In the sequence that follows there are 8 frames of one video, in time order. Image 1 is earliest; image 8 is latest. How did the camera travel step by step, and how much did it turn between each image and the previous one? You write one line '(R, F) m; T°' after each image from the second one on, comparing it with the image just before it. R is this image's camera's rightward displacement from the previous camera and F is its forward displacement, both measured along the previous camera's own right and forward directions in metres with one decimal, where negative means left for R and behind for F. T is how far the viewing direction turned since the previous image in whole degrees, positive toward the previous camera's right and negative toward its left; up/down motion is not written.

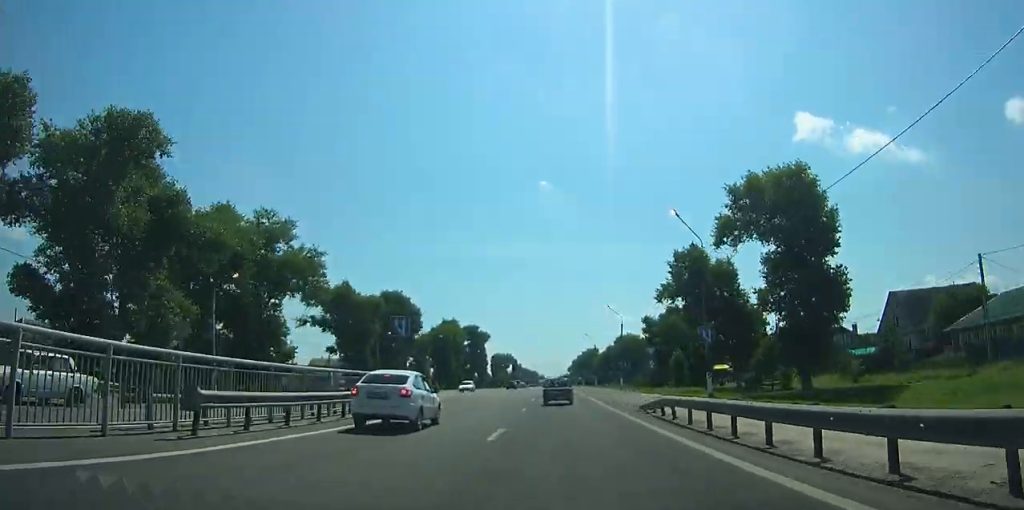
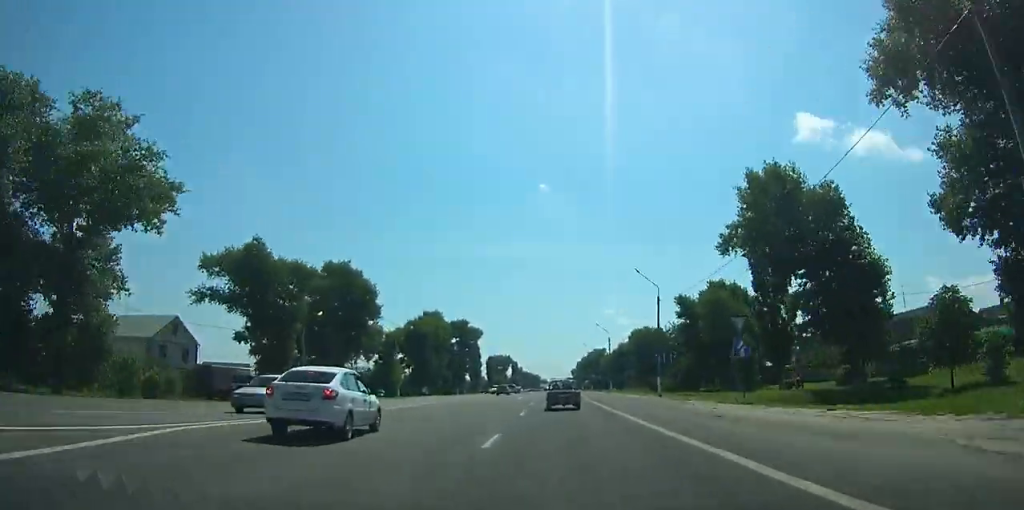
(+0.2, +26.0) m; 0°
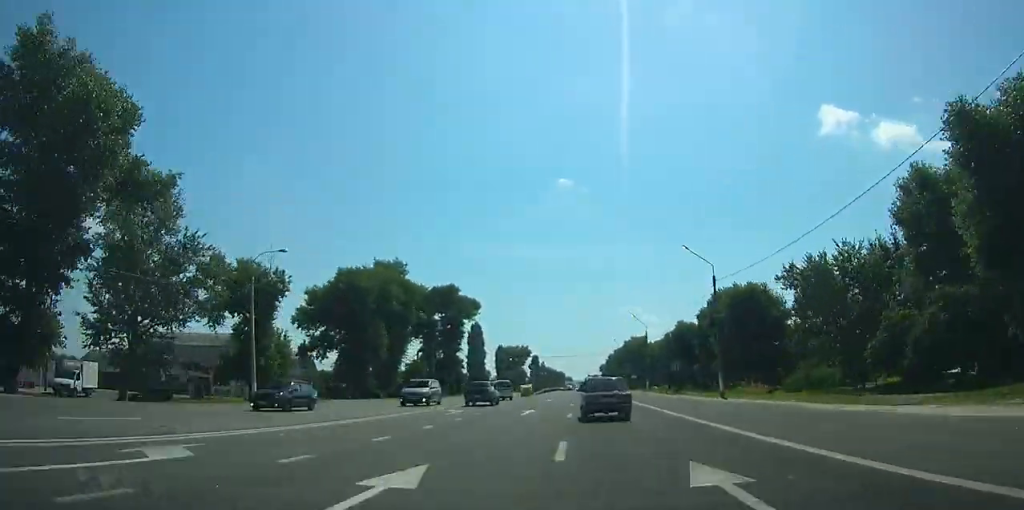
(-0.7, +50.4) m; 0°
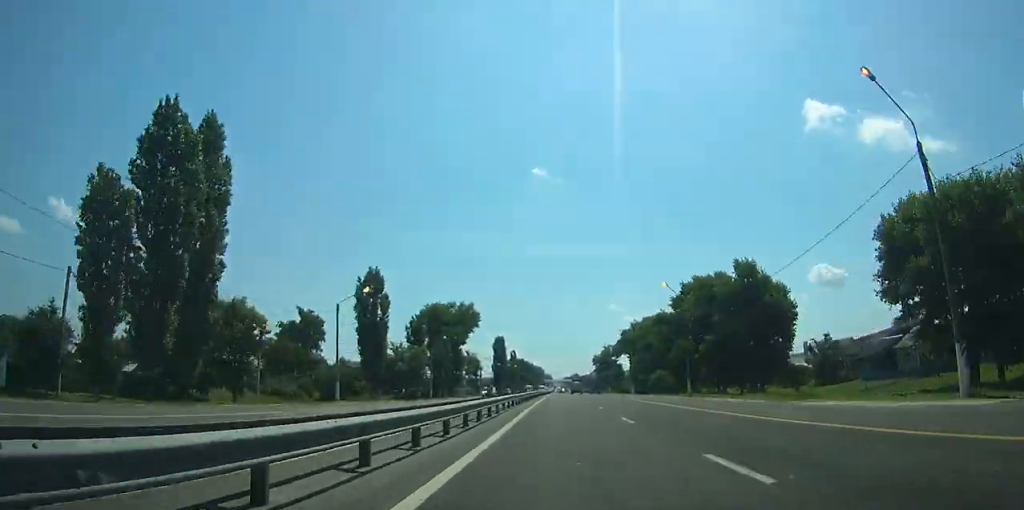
(+0.7, +112.3) m; +1°
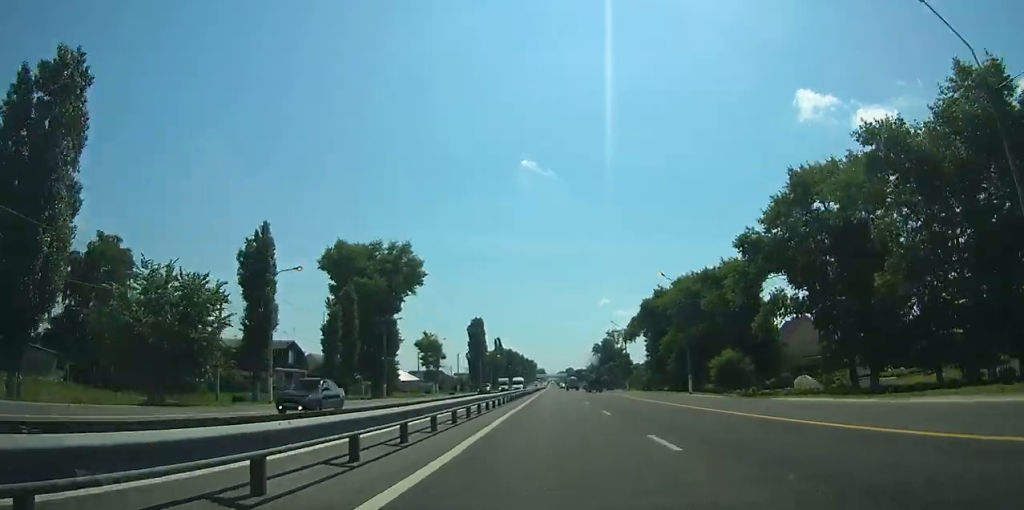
(+0.2, +43.8) m; +1°
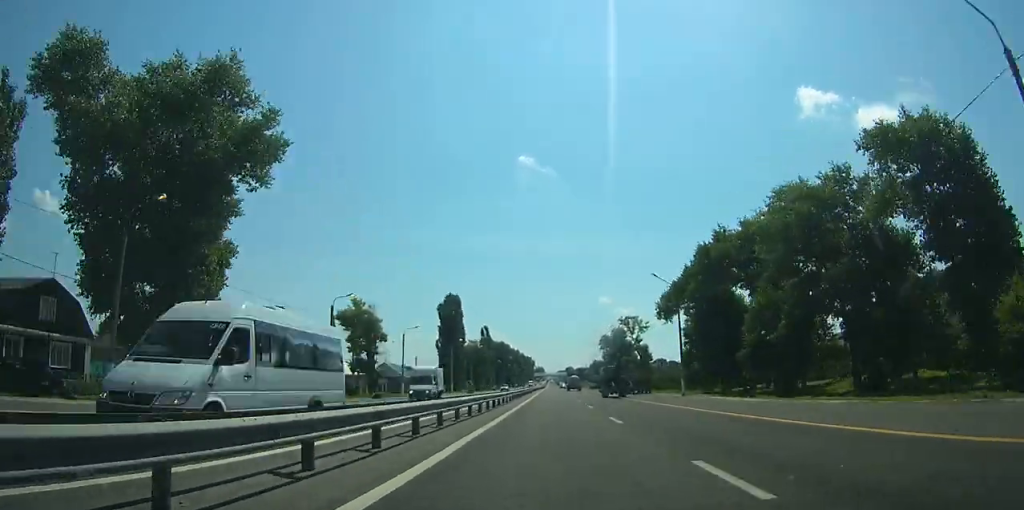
(+0.2, +38.0) m; +1°
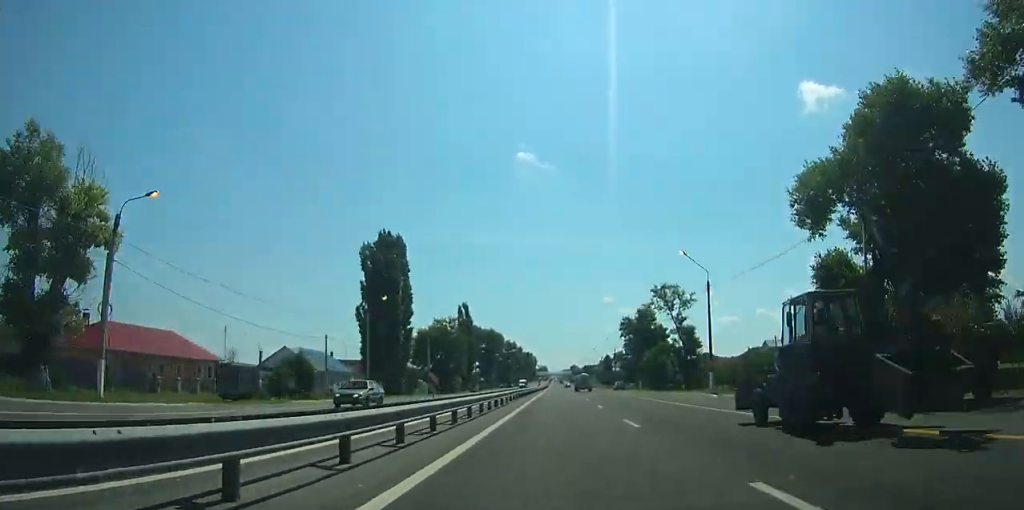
(0.0, +47.6) m; +2°
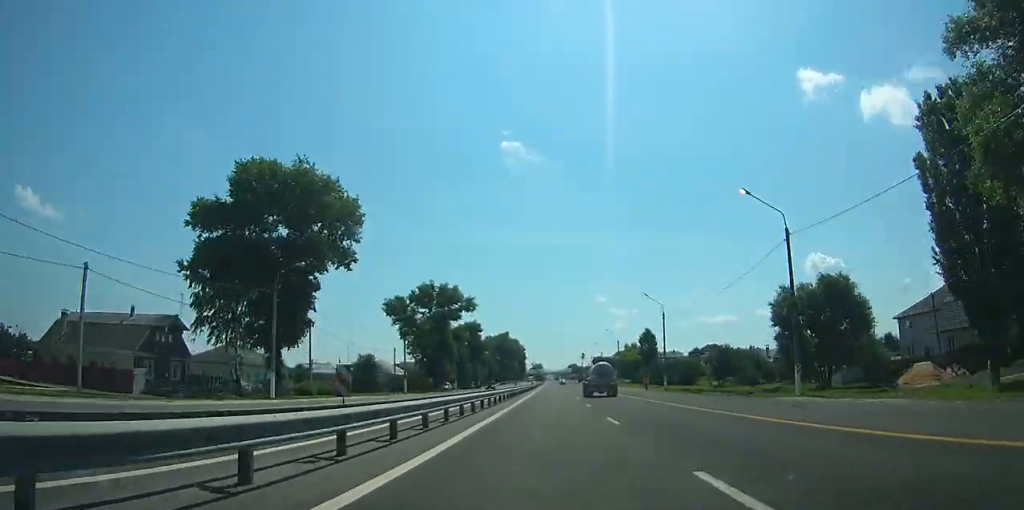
(-4.3, +134.6) m; -1°
